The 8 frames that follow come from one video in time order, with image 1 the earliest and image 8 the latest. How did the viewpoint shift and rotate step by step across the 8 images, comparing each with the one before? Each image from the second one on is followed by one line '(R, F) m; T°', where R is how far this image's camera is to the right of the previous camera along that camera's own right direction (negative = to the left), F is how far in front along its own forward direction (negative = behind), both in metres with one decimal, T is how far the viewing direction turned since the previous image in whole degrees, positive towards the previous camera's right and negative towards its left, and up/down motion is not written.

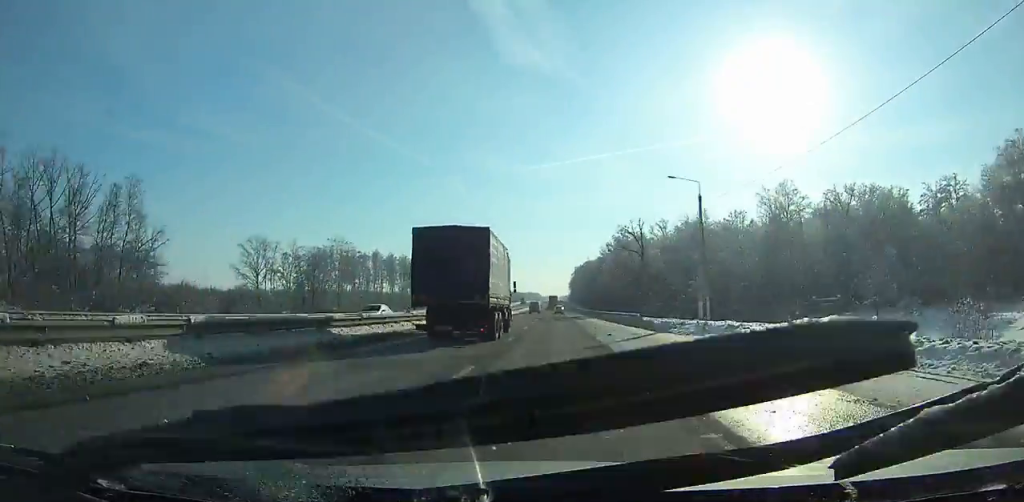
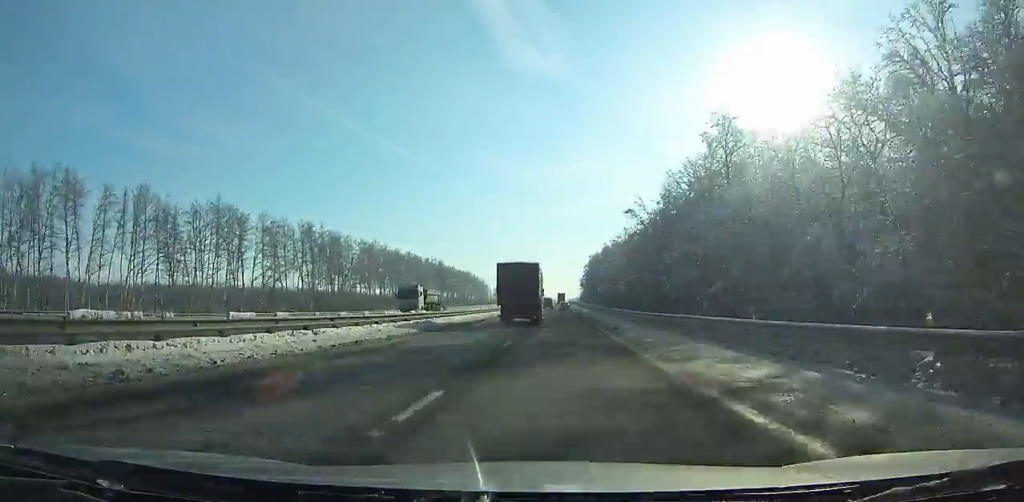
(0.0, +114.1) m; 0°
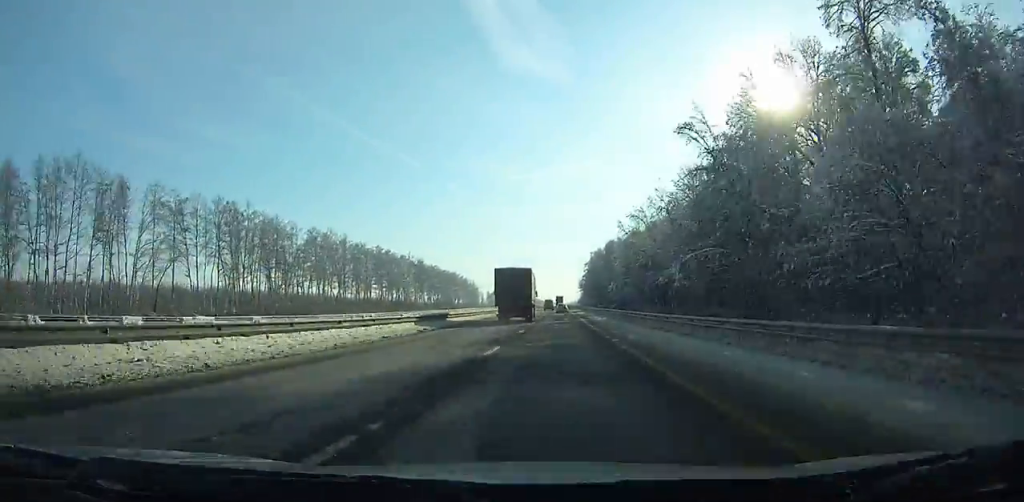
(0.0, +39.7) m; 0°
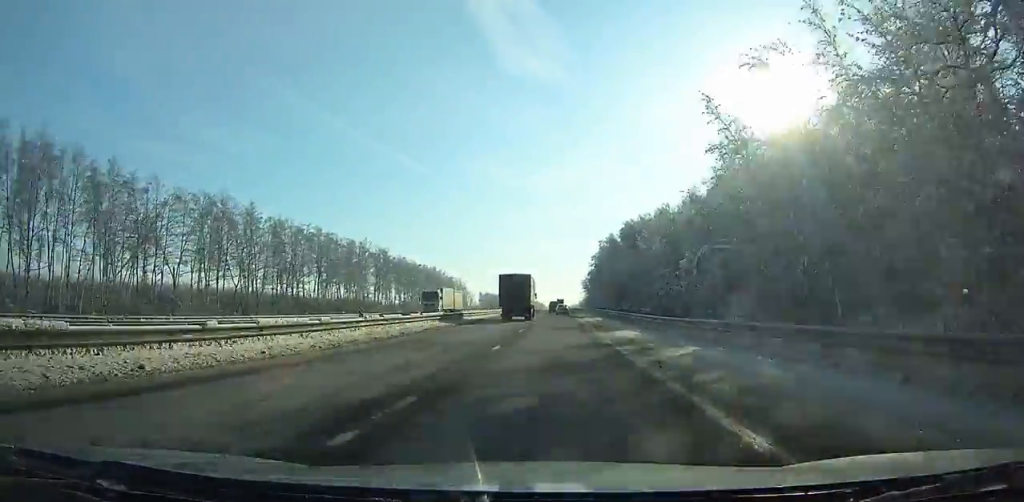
(+0.3, +59.1) m; 0°
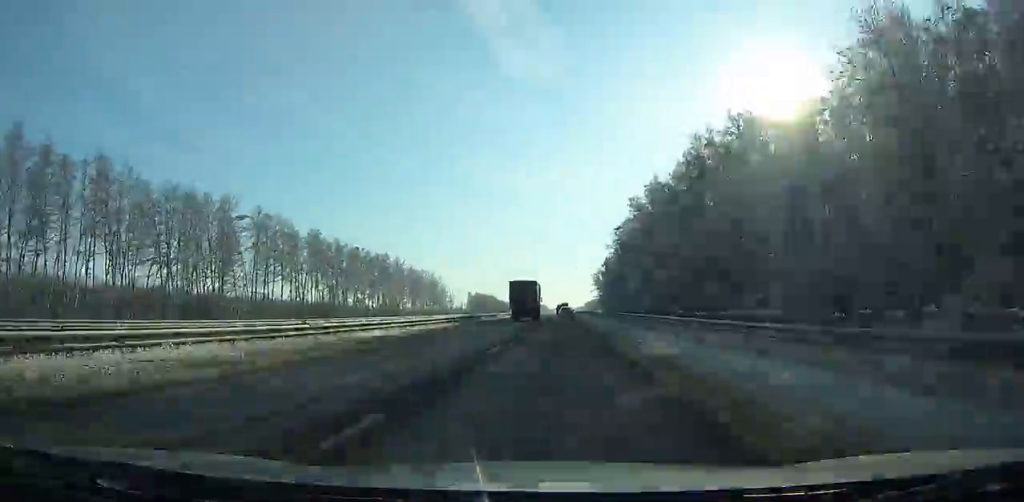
(-0.2, +86.3) m; 0°
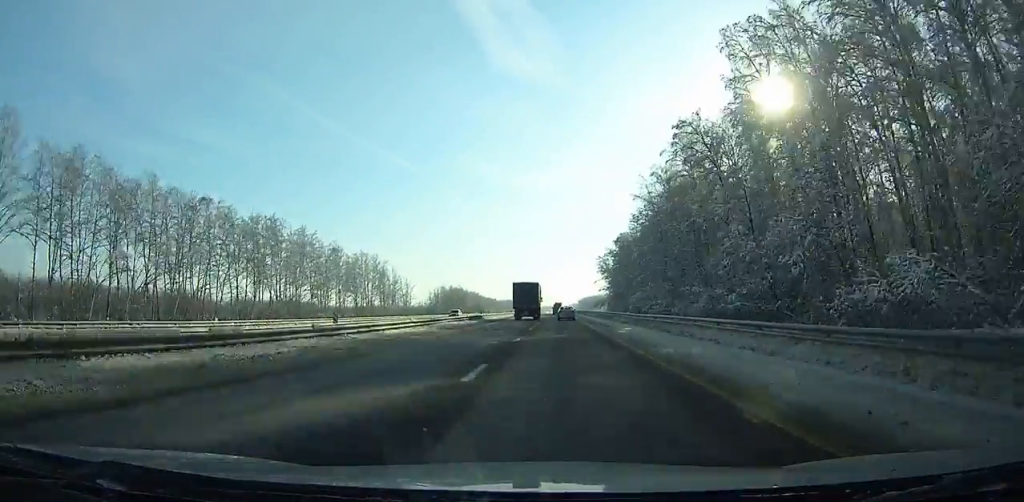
(+0.1, +77.0) m; 0°
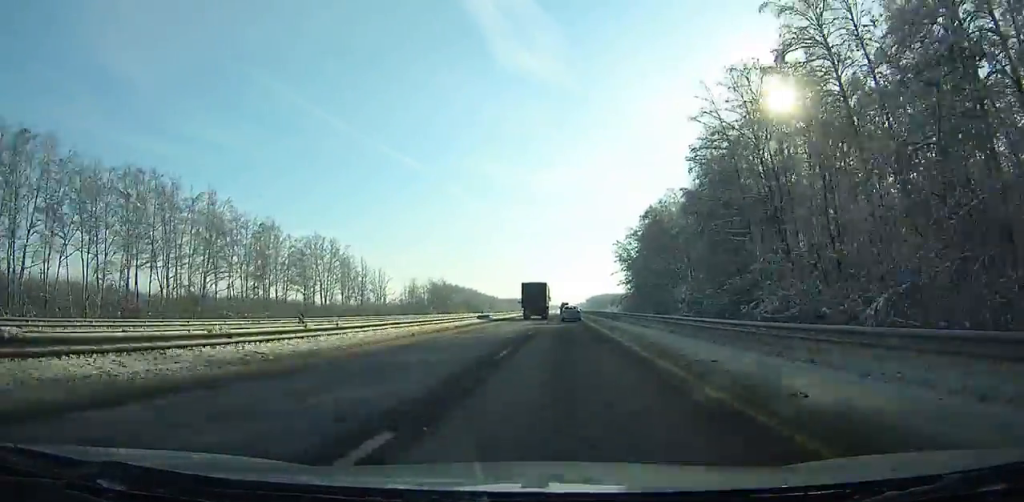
(0.0, +42.9) m; 0°
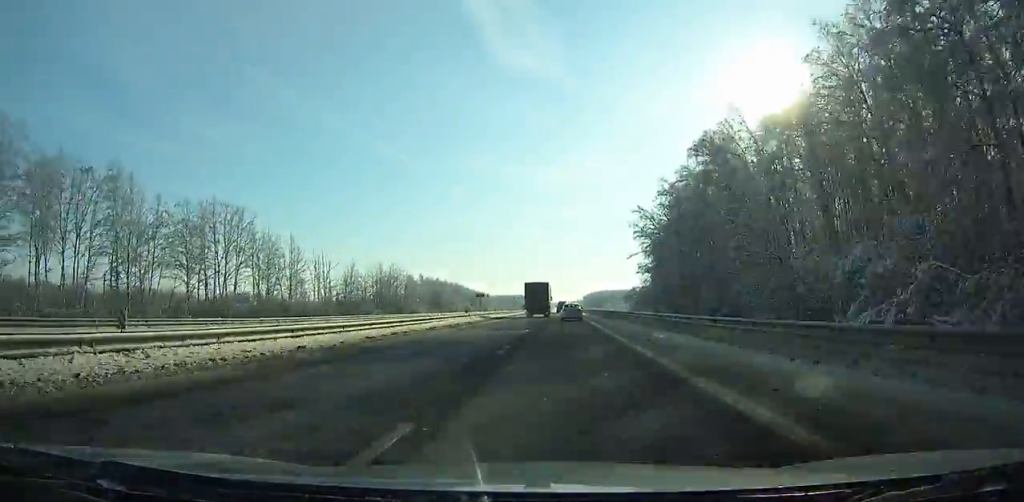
(-0.1, +47.5) m; 0°
